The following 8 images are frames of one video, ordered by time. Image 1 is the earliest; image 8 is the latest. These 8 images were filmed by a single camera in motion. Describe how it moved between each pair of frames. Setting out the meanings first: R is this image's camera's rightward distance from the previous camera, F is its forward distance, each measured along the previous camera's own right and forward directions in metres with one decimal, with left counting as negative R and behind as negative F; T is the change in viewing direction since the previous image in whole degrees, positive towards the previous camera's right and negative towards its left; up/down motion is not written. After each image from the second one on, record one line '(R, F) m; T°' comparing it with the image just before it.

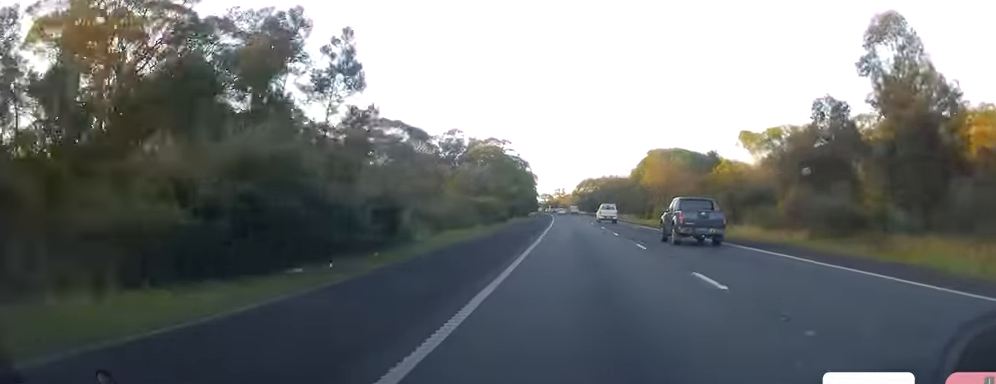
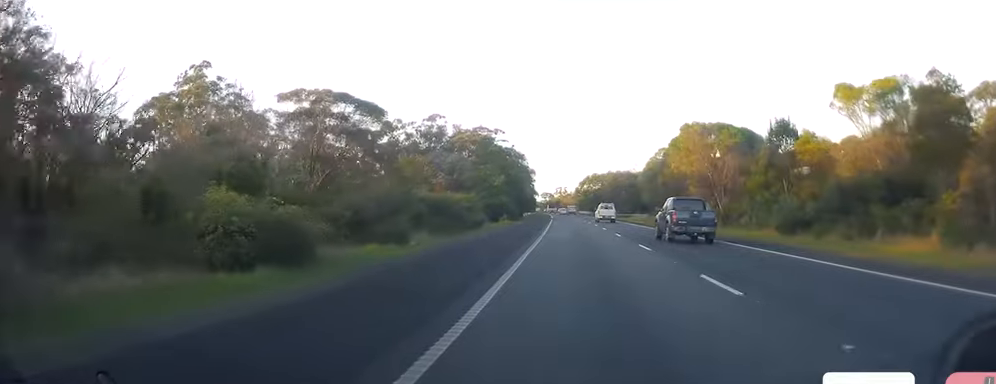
(0.0, +24.7) m; +1°
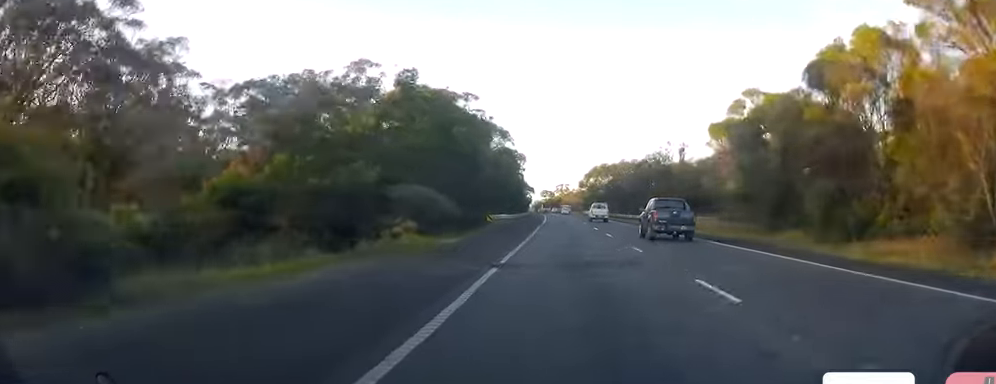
(+0.2, +48.3) m; -1°
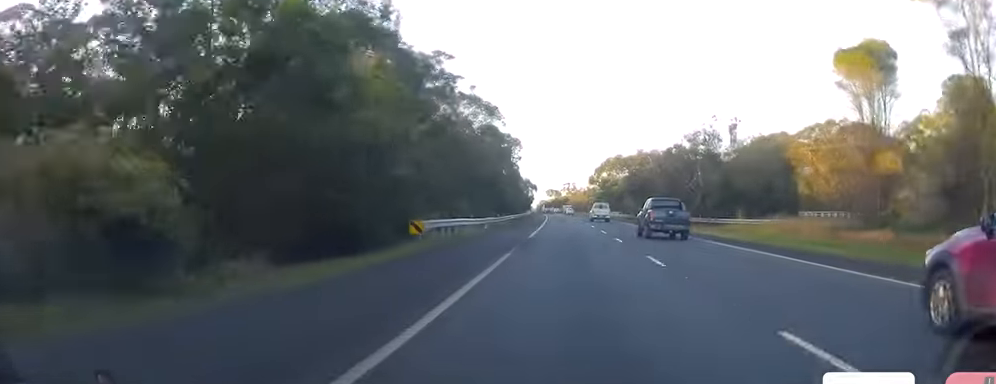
(-0.4, +29.4) m; -1°
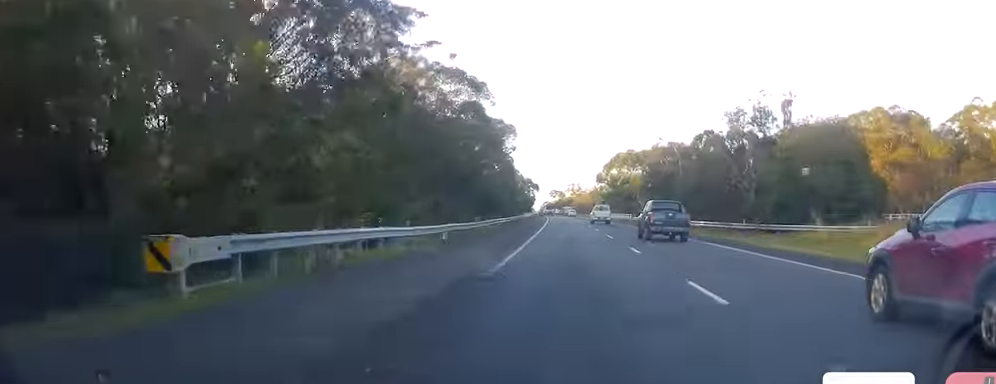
(-0.1, +18.0) m; 0°
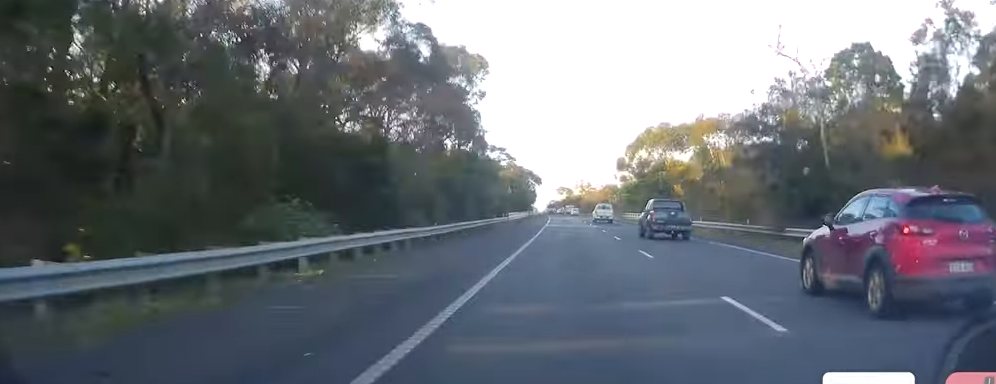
(+0.2, +38.2) m; 0°
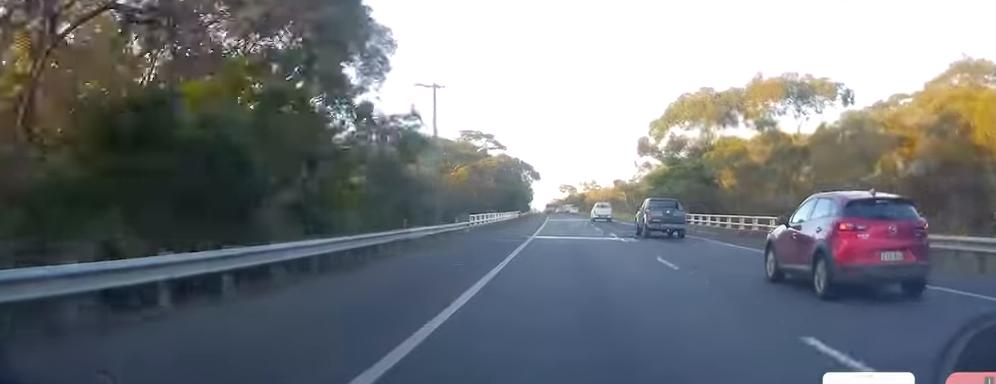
(0.0, +27.7) m; 0°
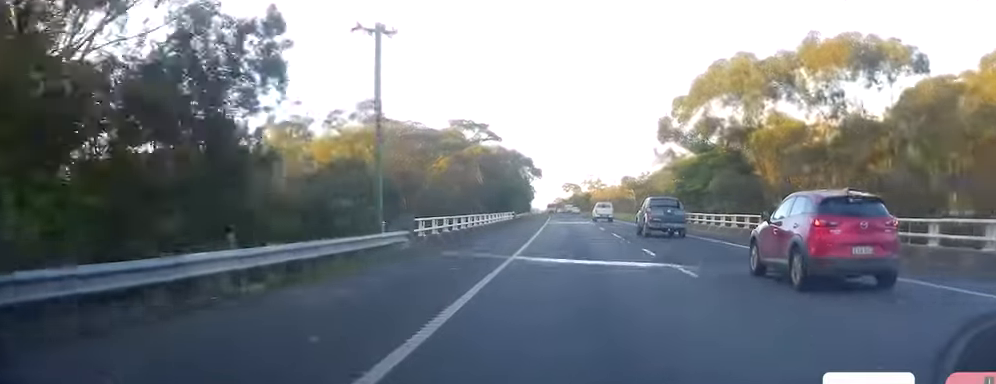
(+0.2, +14.3) m; 0°
